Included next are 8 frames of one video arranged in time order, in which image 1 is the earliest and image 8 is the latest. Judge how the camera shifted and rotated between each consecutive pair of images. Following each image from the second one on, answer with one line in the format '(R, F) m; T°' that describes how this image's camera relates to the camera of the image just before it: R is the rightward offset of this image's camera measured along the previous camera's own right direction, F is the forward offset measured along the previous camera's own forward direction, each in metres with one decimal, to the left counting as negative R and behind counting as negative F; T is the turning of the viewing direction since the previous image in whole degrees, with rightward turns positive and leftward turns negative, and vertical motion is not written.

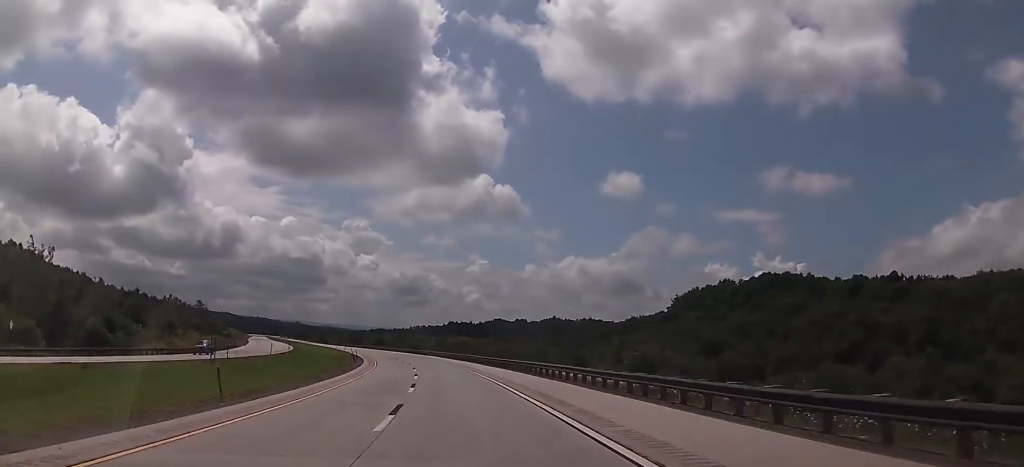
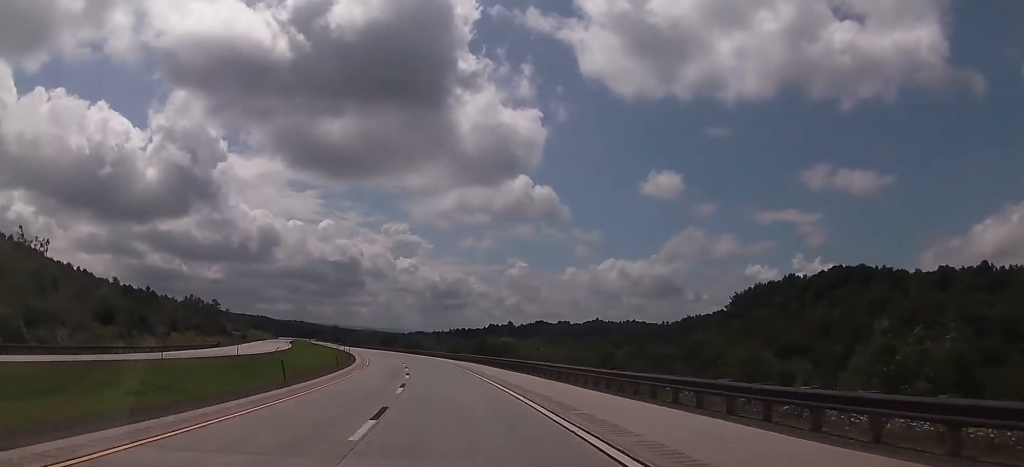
(-1.7, +37.7) m; -5°
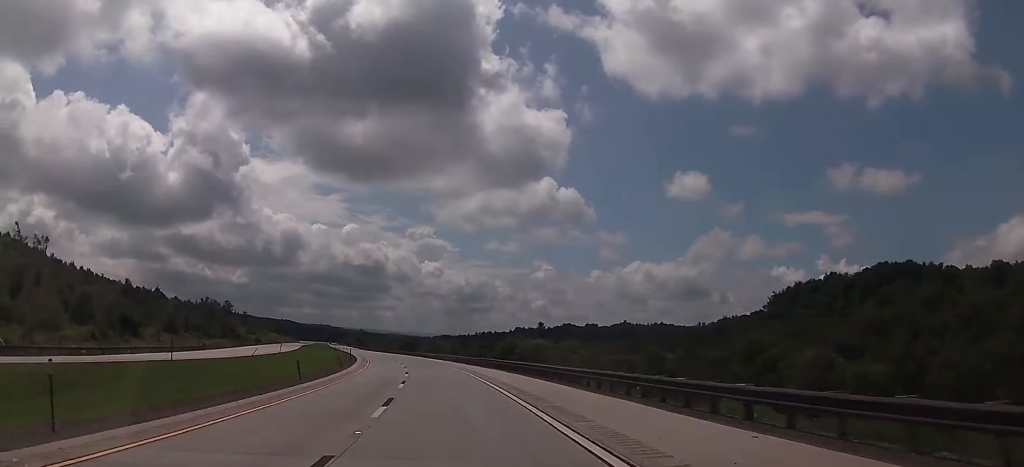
(-0.3, +19.9) m; -2°
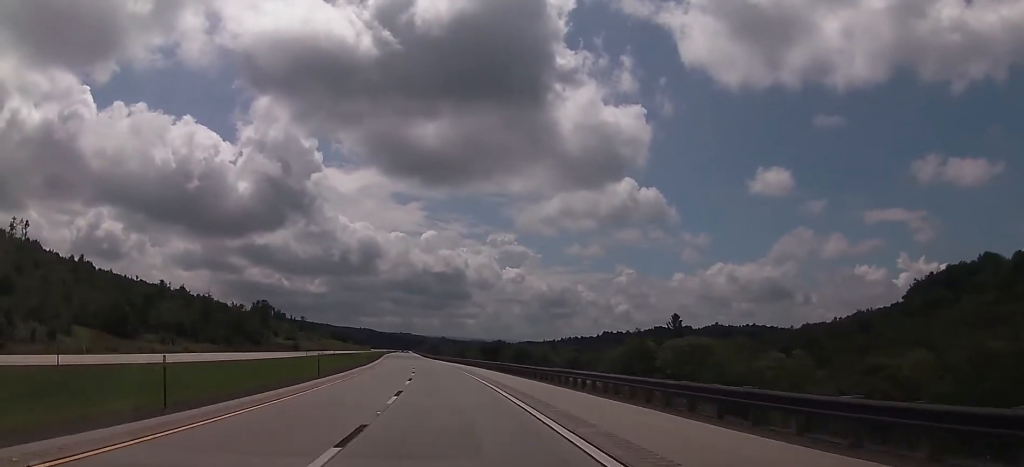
(-3.4, +68.4) m; -6°
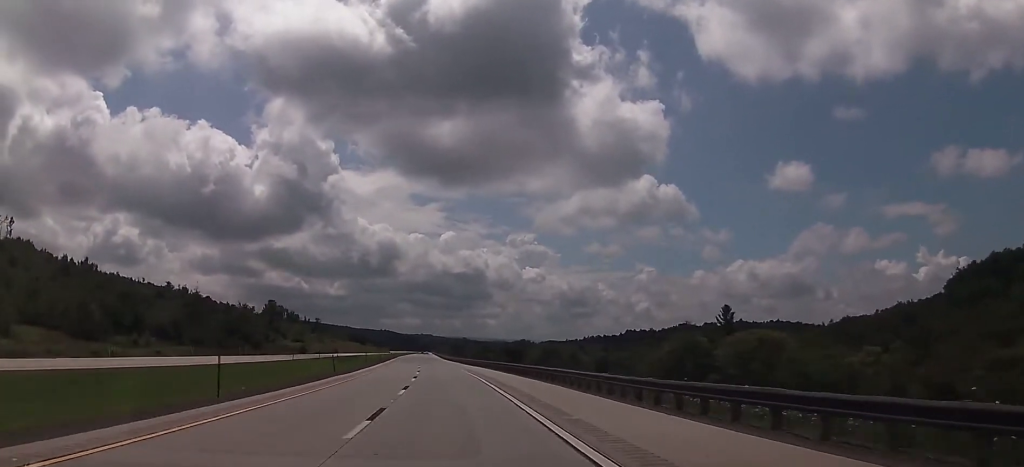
(-0.3, +19.9) m; -3°
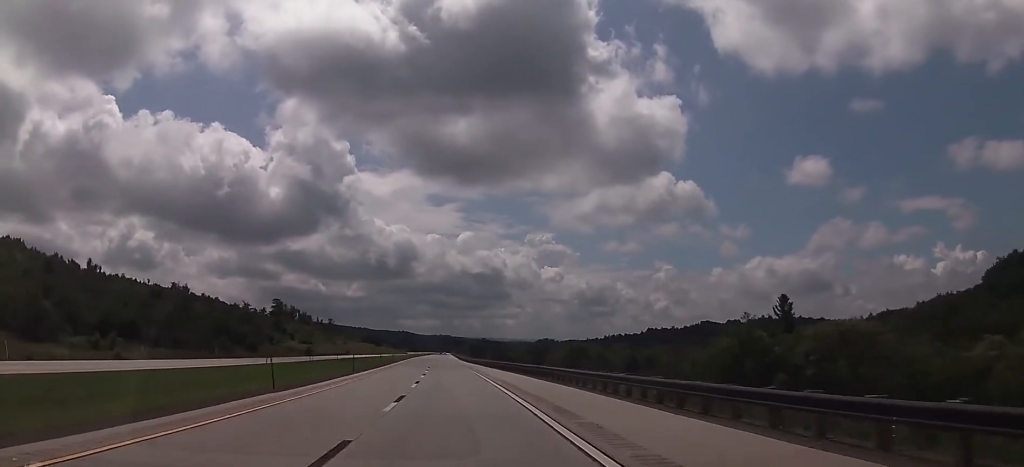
(-0.5, +18.8) m; -2°
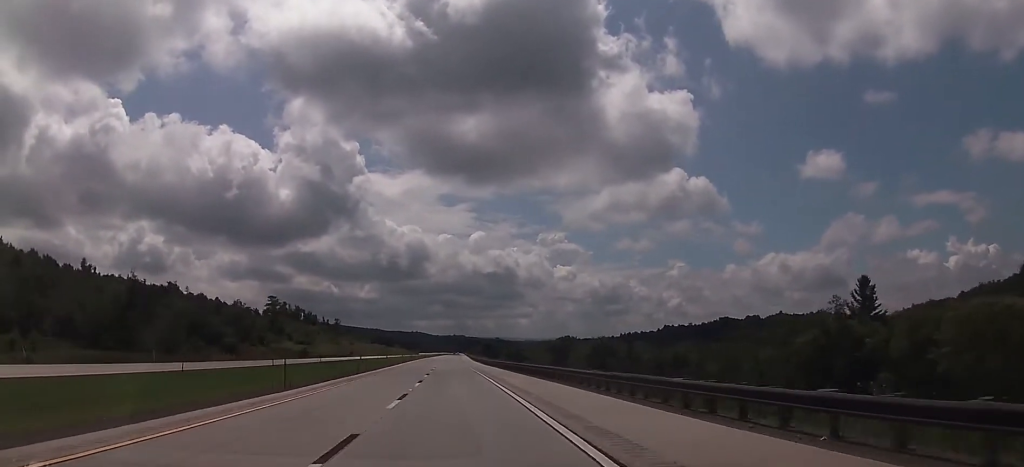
(-0.8, +23.2) m; -2°
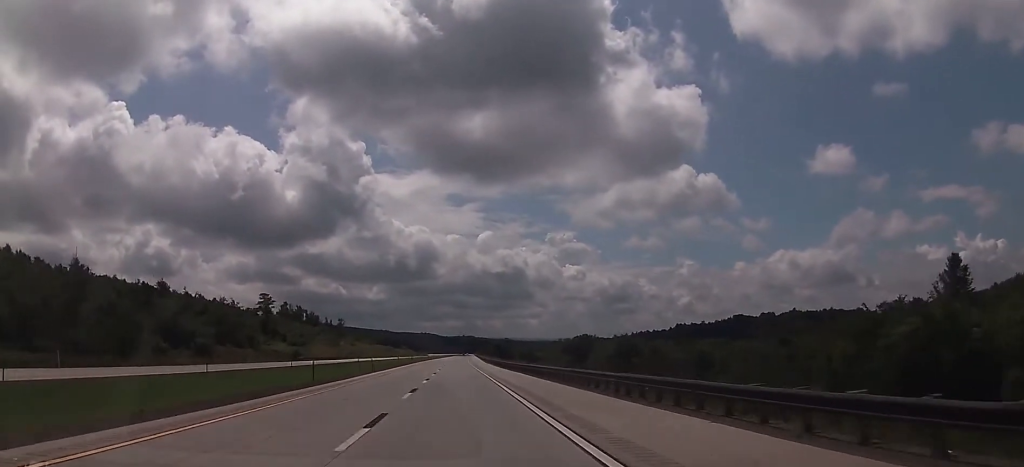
(0.0, +20.0) m; -1°
